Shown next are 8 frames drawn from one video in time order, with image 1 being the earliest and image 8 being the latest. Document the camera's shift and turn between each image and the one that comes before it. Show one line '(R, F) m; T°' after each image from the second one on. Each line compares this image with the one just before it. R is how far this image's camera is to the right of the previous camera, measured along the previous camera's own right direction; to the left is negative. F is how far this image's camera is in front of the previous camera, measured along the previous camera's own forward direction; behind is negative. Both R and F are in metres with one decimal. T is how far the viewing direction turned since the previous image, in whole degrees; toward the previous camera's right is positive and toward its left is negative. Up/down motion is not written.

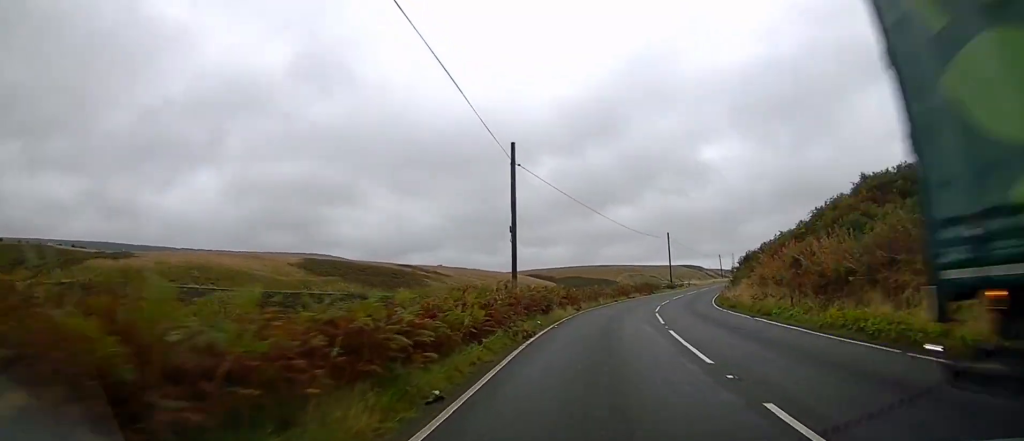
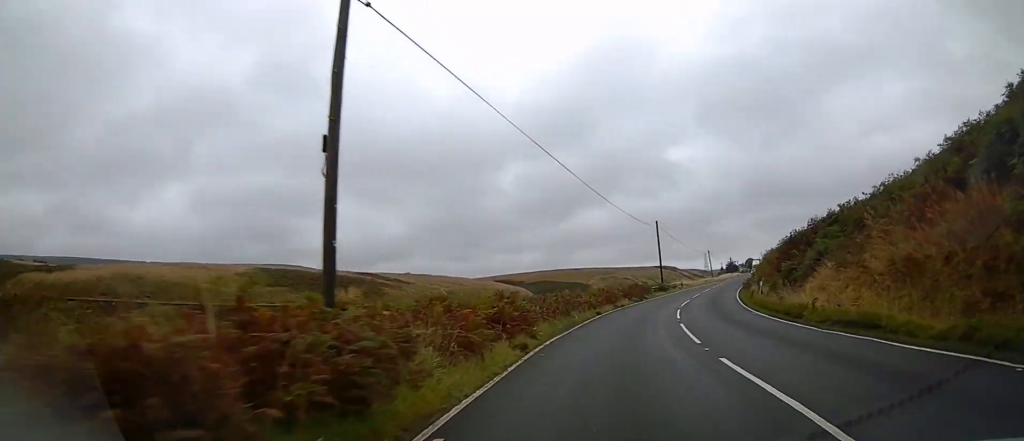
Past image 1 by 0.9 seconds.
(+0.2, +14.8) m; +3°
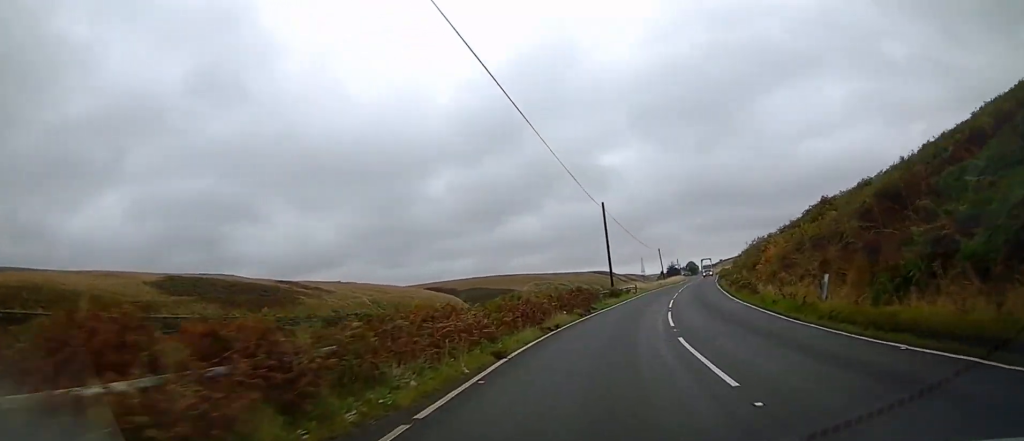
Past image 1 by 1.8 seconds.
(+0.5, +15.3) m; +5°
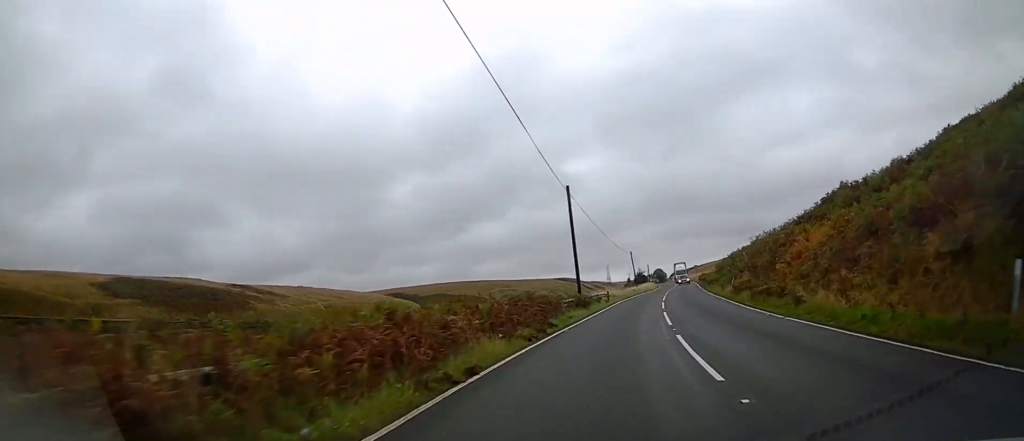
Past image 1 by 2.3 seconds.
(+0.4, +8.3) m; +3°
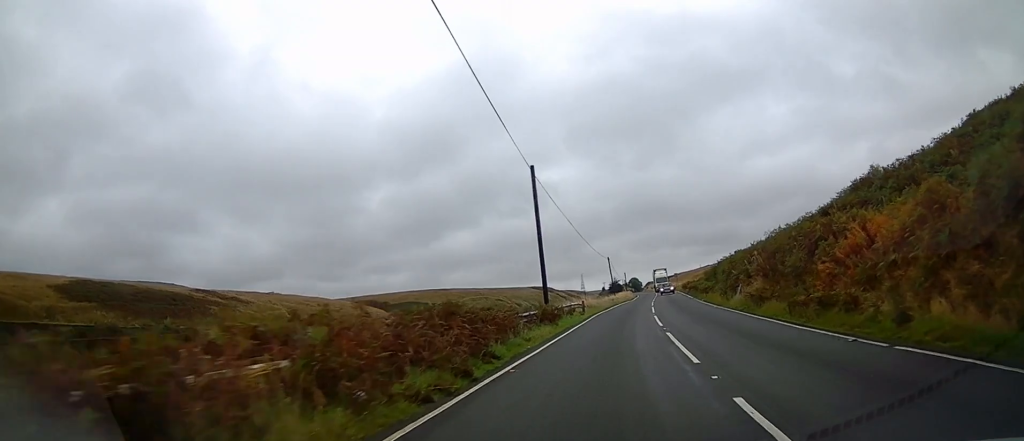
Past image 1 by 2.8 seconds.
(+0.1, +6.8) m; +2°
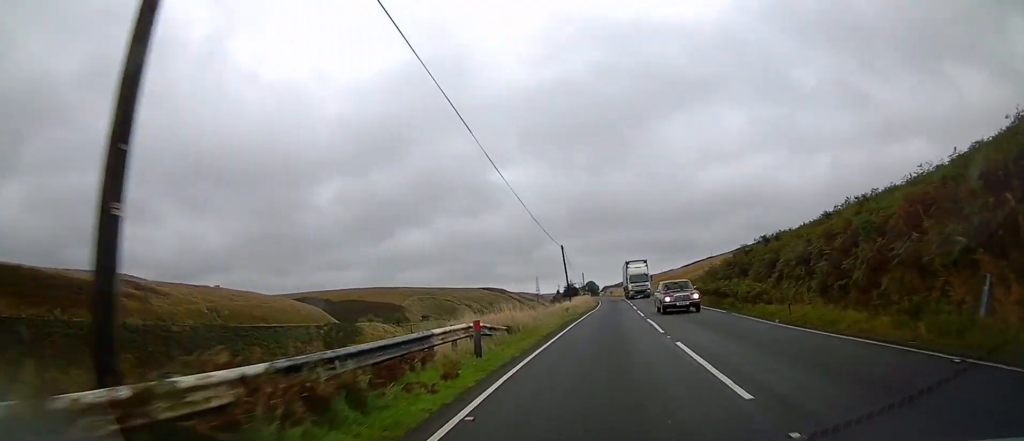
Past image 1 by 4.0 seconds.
(+1.1, +21.2) m; +6°
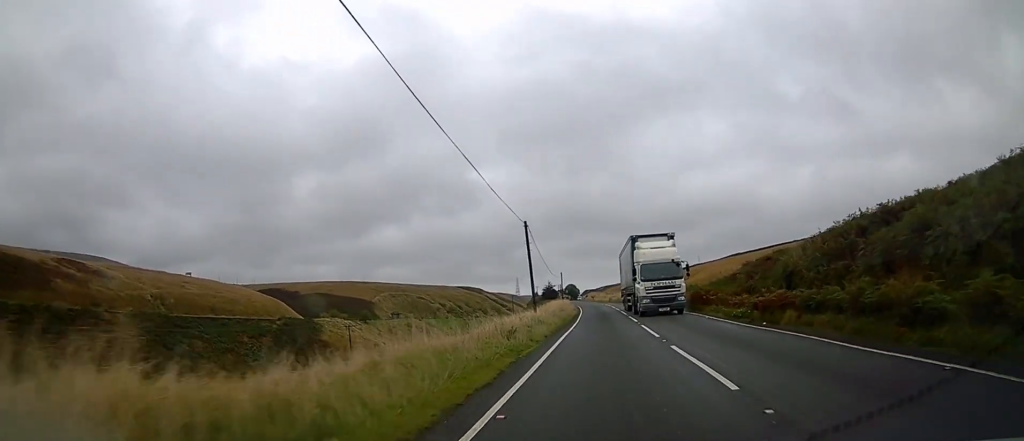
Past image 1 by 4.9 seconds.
(+0.7, +16.9) m; +3°
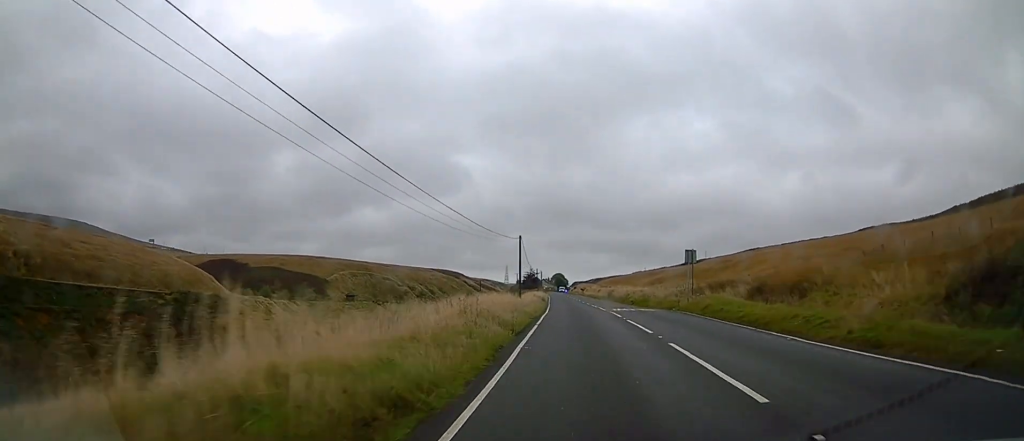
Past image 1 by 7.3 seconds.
(+0.5, +46.8) m; 0°
